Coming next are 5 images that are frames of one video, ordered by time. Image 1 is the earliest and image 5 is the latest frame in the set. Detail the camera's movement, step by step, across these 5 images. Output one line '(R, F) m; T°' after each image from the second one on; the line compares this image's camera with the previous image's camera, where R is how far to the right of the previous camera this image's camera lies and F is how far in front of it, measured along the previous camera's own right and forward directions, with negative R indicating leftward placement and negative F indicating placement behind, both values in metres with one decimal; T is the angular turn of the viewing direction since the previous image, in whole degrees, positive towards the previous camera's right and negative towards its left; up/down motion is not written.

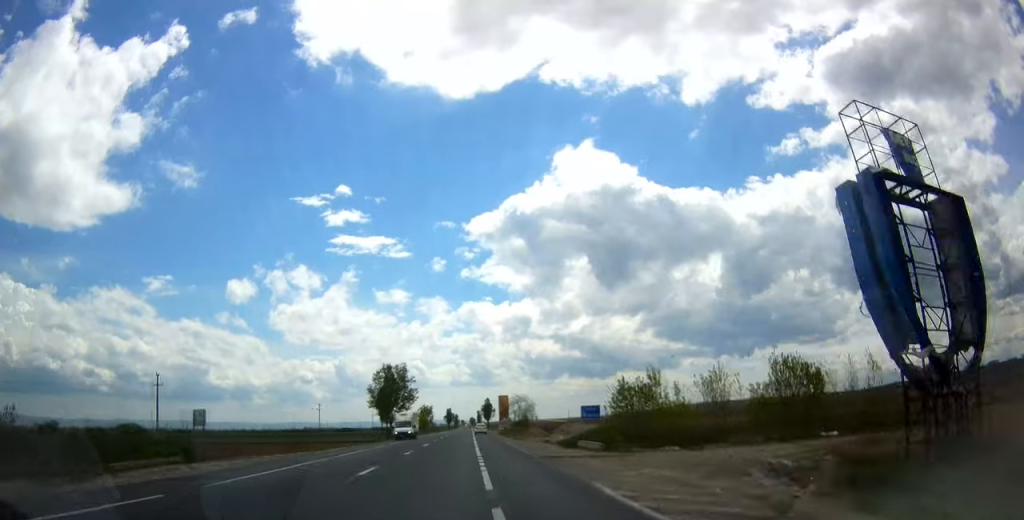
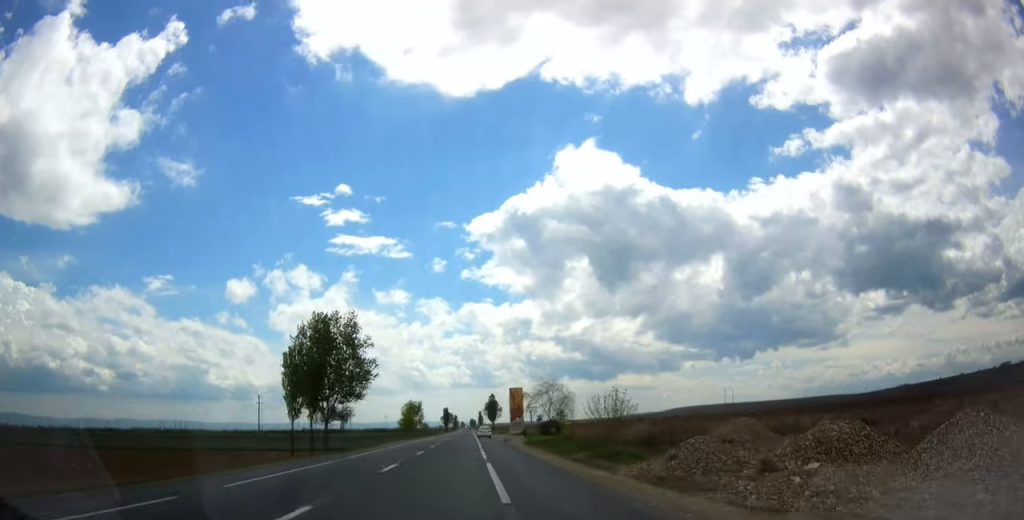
(0.0, +44.3) m; +1°
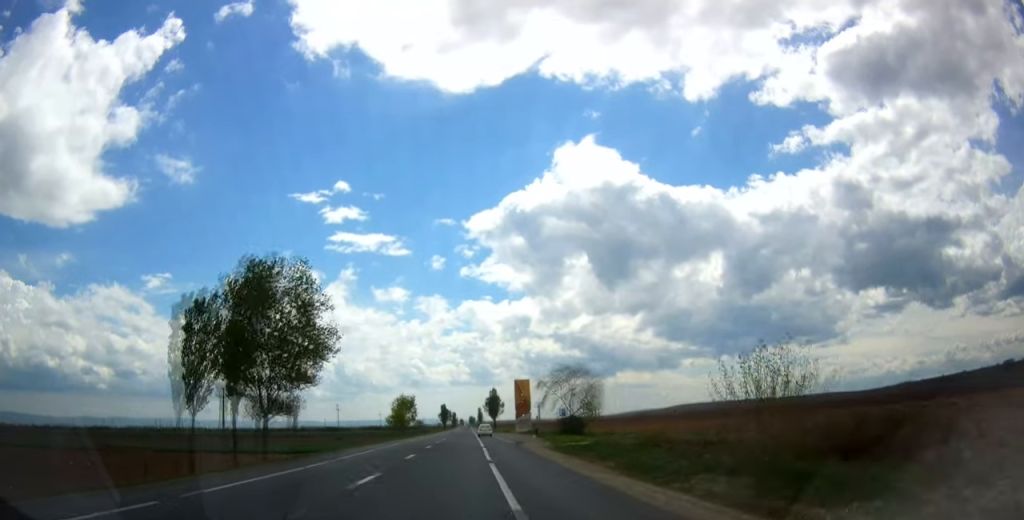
(+0.2, +16.7) m; 0°
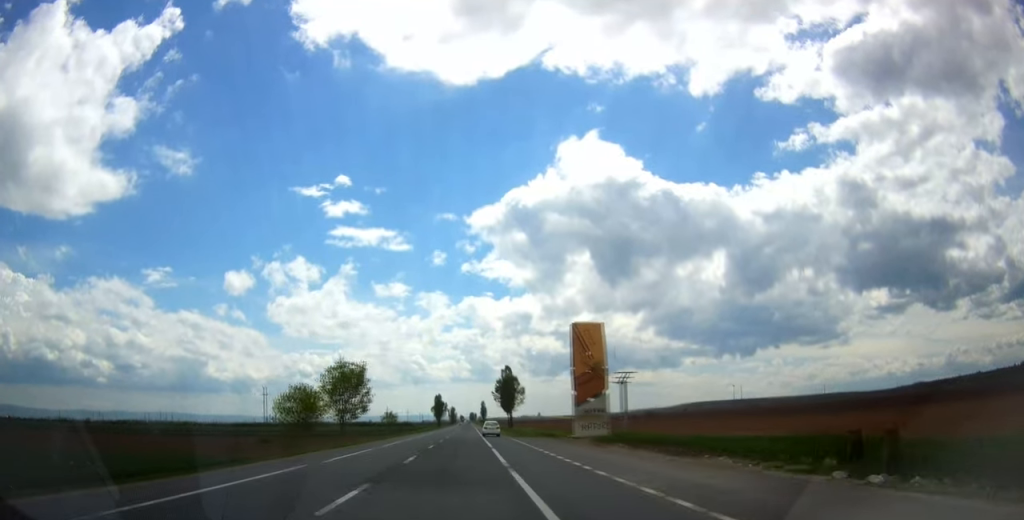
(-0.6, +62.8) m; -1°
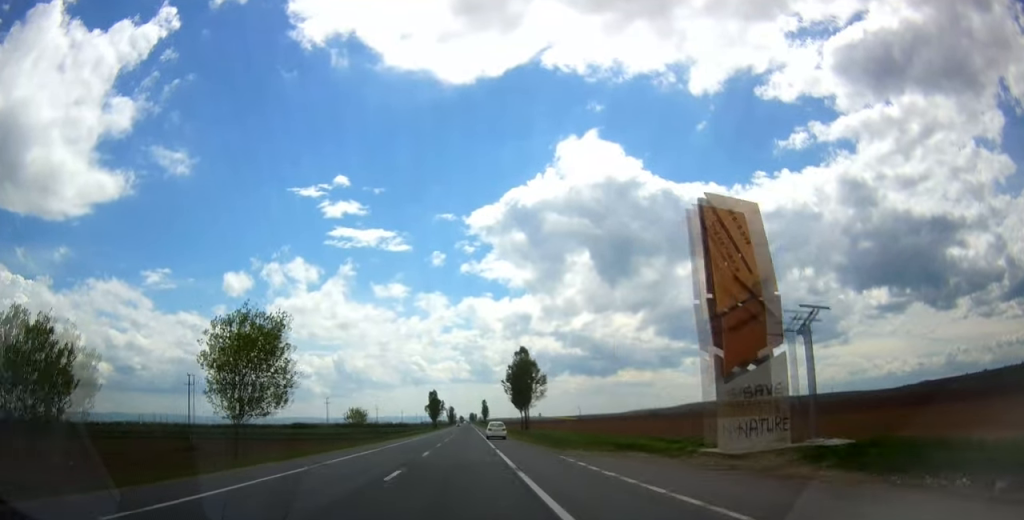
(+0.3, +30.8) m; 0°
